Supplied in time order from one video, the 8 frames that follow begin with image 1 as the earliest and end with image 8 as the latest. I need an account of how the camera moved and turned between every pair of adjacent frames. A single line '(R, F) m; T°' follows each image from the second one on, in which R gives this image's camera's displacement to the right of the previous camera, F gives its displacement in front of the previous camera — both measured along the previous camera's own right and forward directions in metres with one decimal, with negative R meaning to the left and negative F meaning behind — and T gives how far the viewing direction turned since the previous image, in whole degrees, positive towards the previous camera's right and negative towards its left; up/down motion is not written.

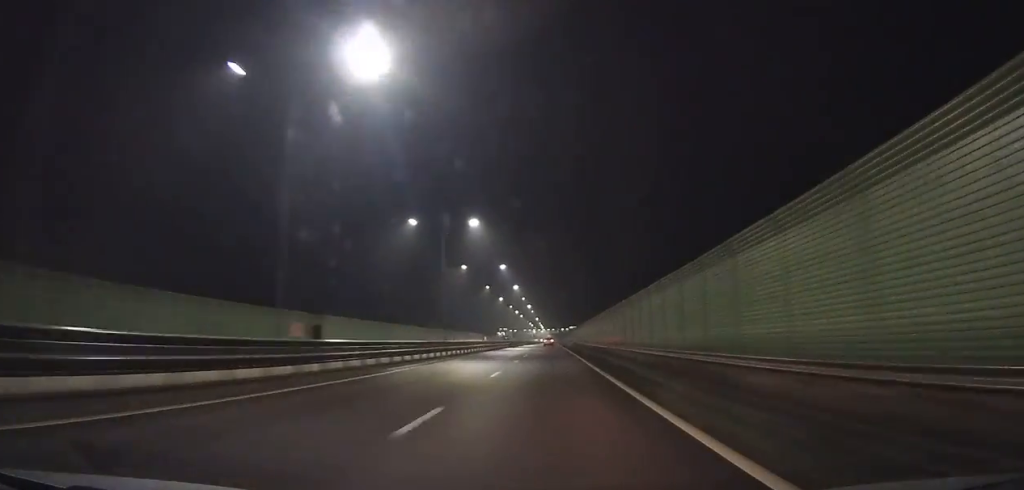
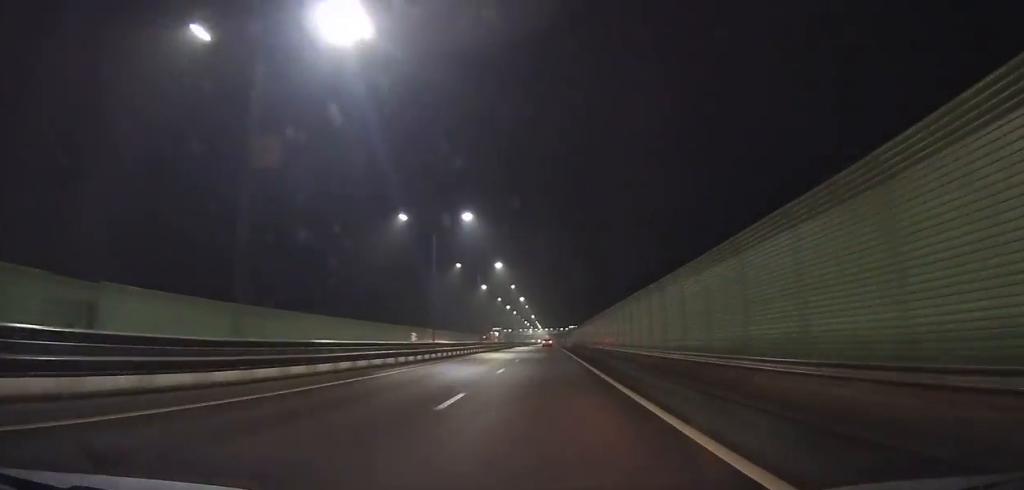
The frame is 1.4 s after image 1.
(-0.1, +33.2) m; 0°
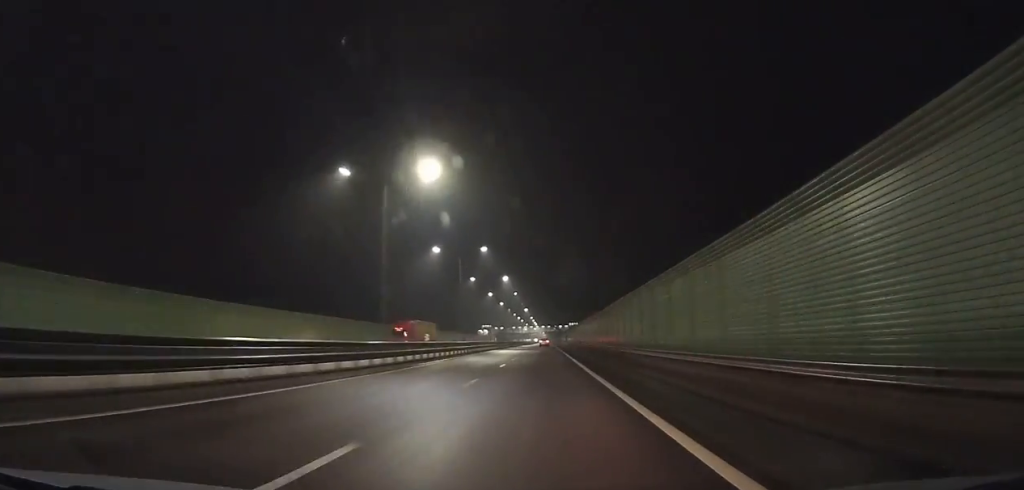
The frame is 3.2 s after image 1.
(0.0, +42.9) m; 0°
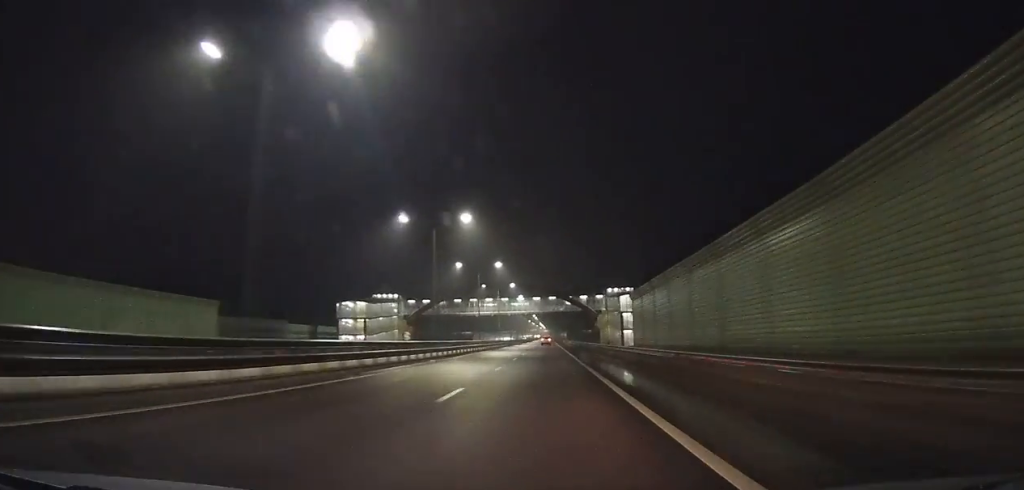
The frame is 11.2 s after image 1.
(+0.2, +195.1) m; 0°
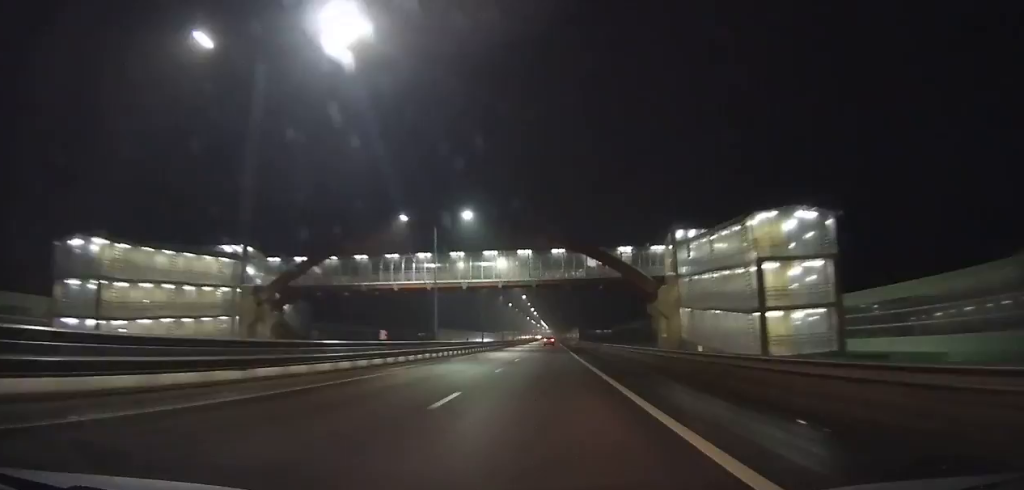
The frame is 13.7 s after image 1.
(-0.2, +62.5) m; 0°
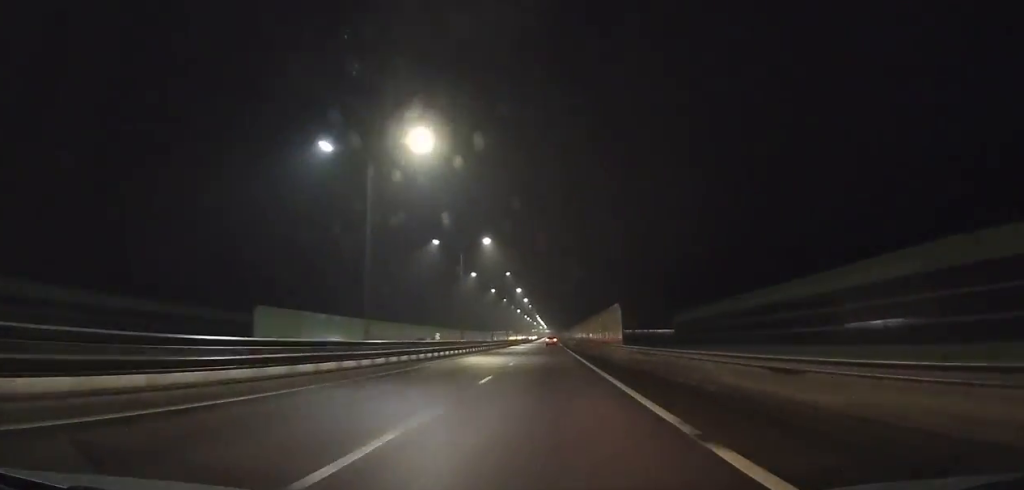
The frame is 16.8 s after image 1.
(-0.1, +78.6) m; 0°
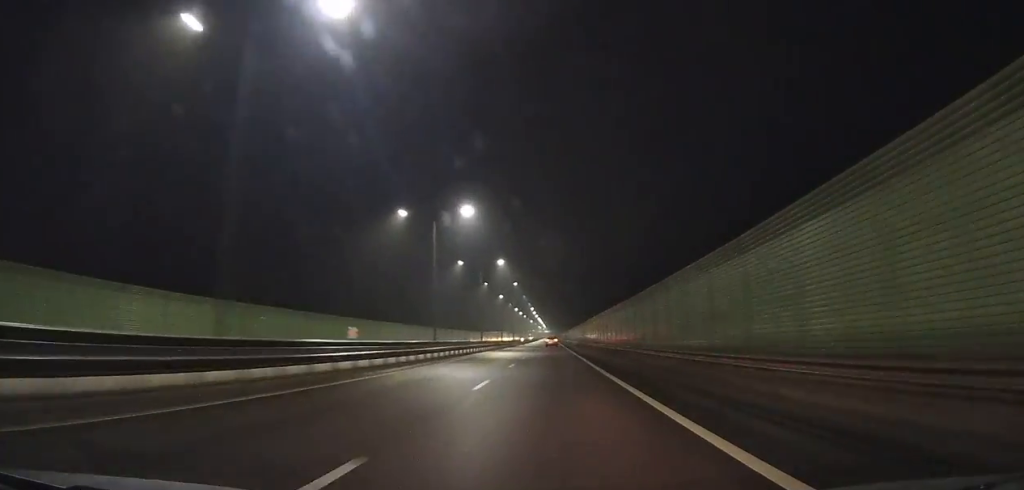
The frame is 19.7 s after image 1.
(0.0, +74.9) m; 0°
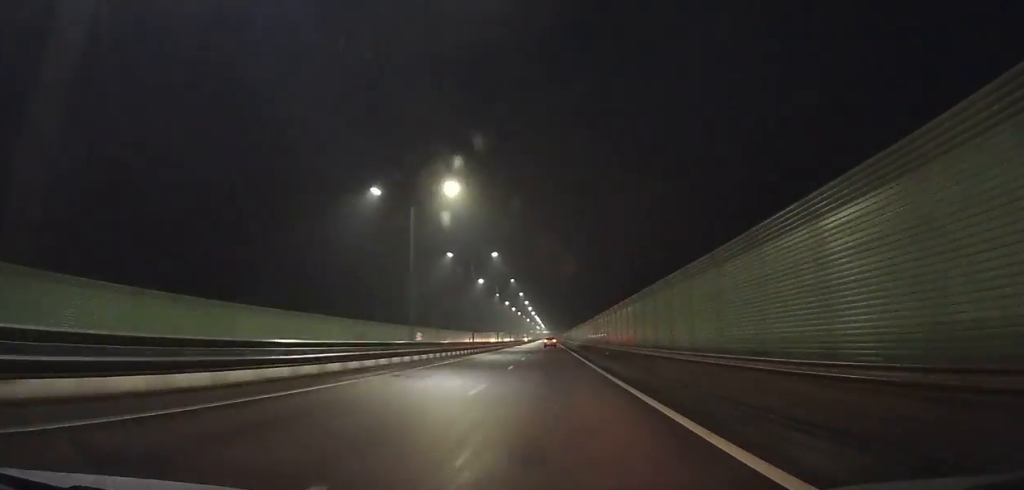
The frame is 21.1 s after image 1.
(0.0, +36.5) m; 0°
